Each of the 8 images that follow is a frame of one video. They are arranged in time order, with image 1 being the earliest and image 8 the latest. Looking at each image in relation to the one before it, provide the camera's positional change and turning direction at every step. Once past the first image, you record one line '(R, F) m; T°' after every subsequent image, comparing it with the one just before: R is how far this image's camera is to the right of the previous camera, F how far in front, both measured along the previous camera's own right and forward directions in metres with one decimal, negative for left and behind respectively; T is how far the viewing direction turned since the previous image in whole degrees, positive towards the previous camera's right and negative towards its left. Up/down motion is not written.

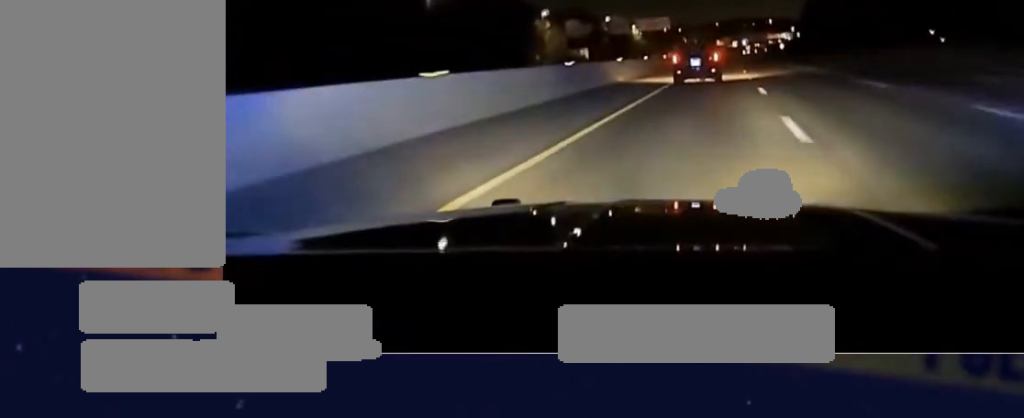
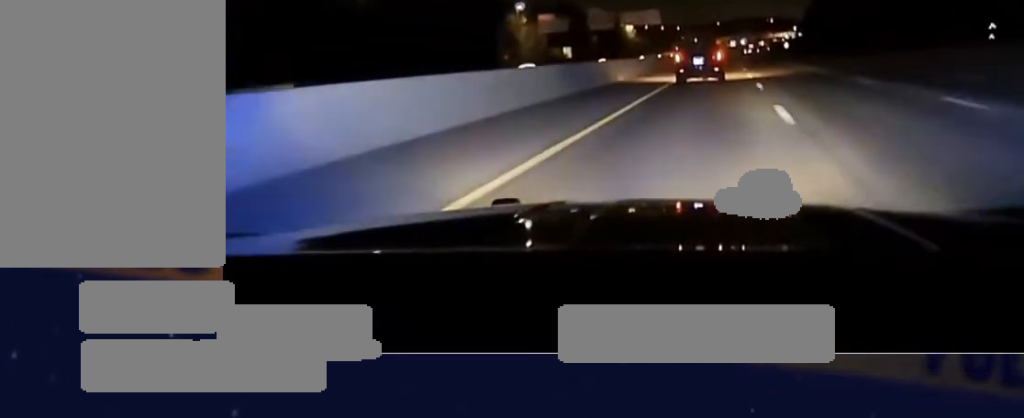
(0.0, +22.6) m; 0°
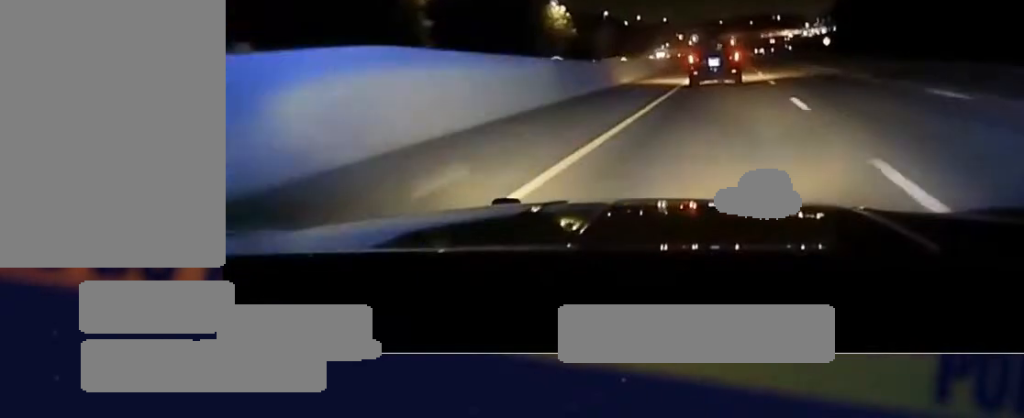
(-0.7, +94.1) m; -1°
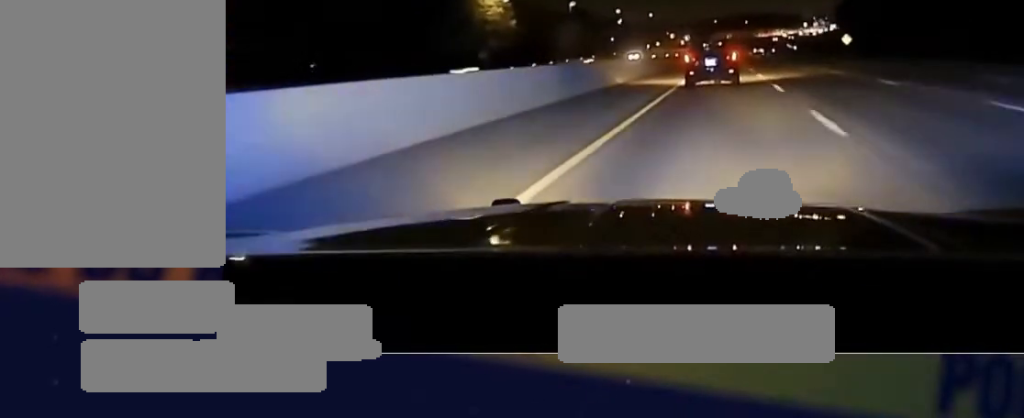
(+0.1, +31.5) m; 0°
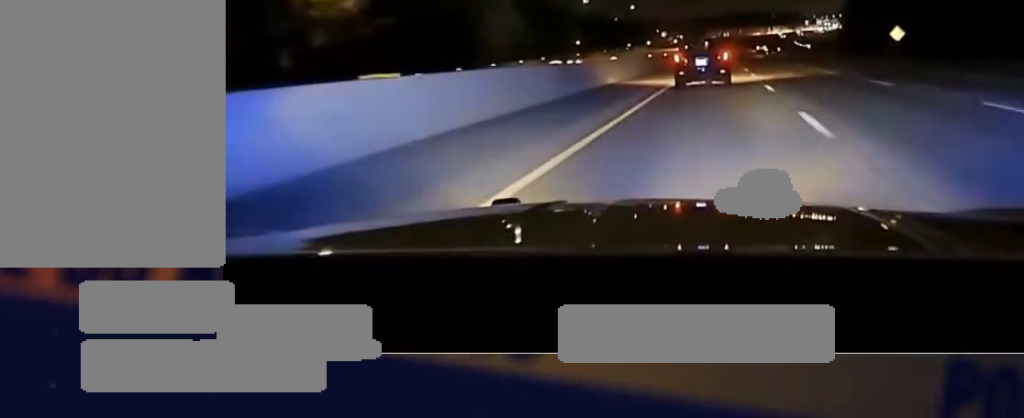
(+0.2, +46.4) m; 0°
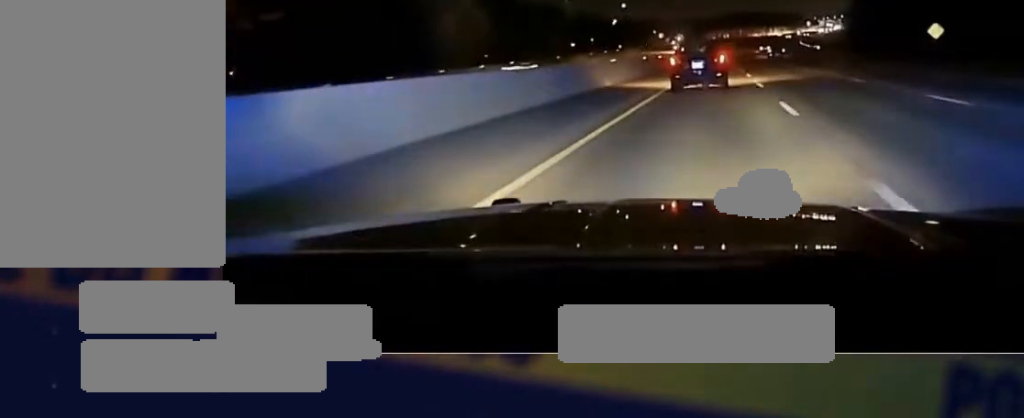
(0.0, +20.9) m; 0°
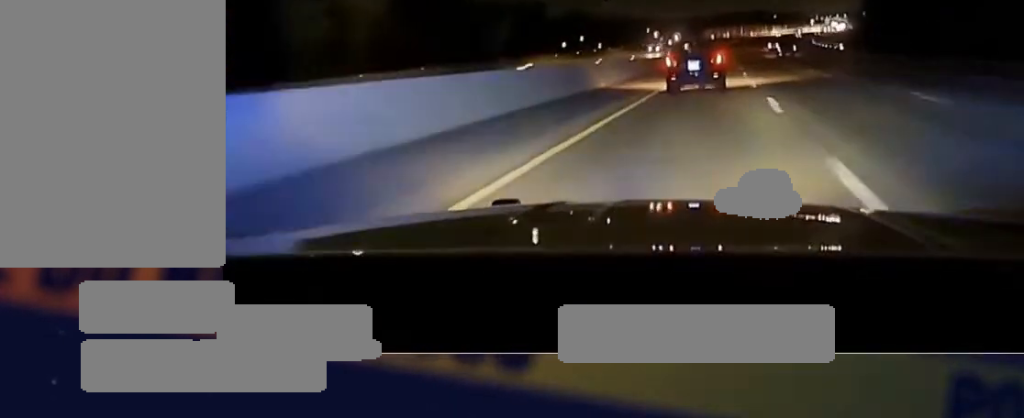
(0.0, +40.3) m; 0°
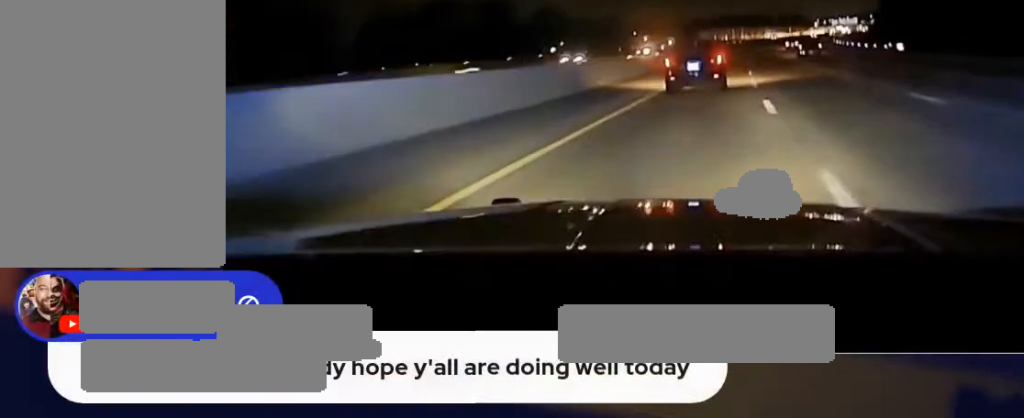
(+0.1, +58.7) m; +1°
